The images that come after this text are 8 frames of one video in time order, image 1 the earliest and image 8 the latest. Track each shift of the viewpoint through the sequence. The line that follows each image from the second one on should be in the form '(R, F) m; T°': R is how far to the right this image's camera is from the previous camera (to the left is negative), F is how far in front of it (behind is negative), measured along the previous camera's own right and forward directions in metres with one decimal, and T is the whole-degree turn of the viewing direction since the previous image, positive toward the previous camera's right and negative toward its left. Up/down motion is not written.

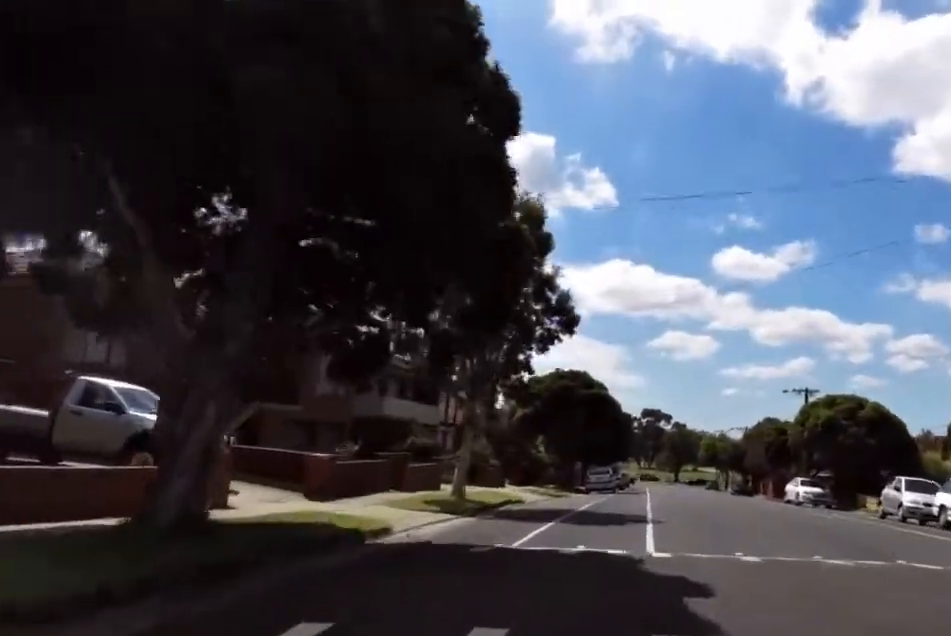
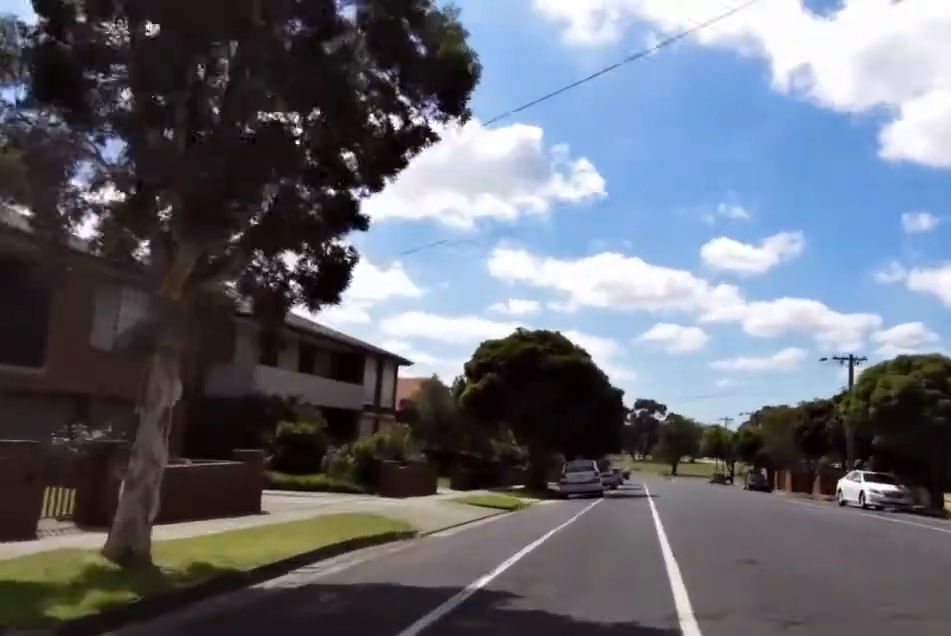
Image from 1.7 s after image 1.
(+2.0, +12.1) m; +13°
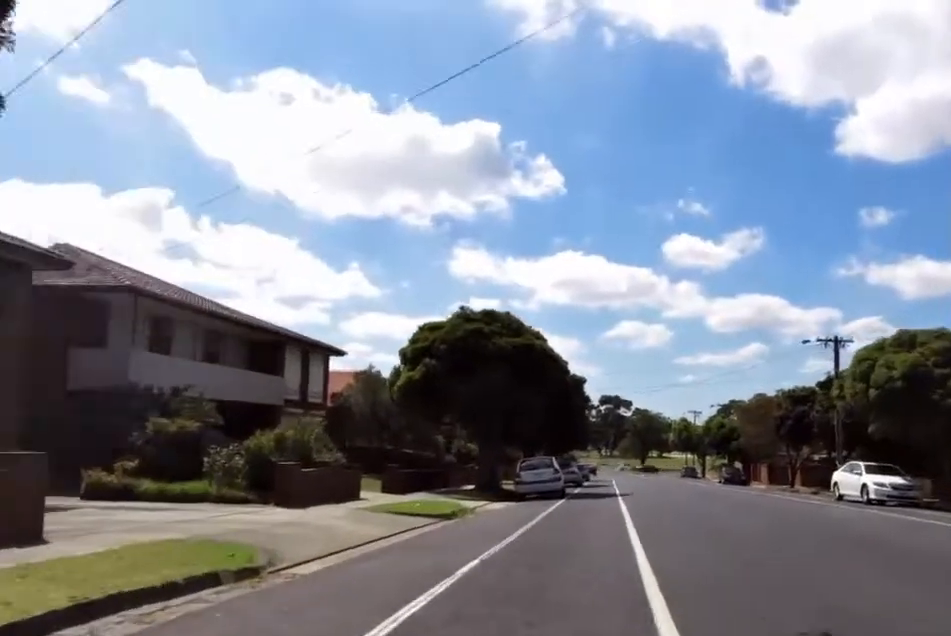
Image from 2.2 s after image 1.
(+0.1, +4.4) m; -4°
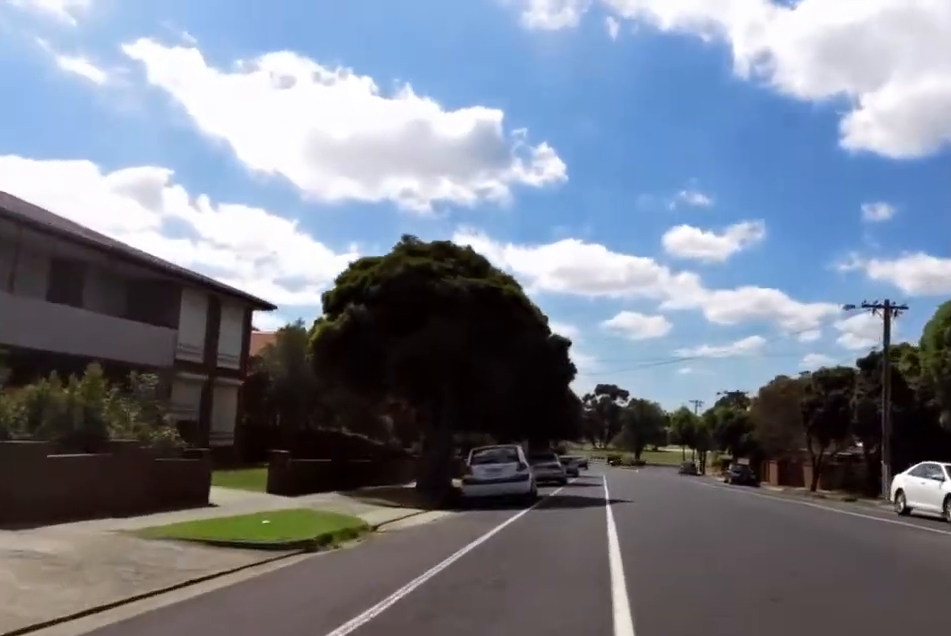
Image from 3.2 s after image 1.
(-0.7, +7.2) m; -6°
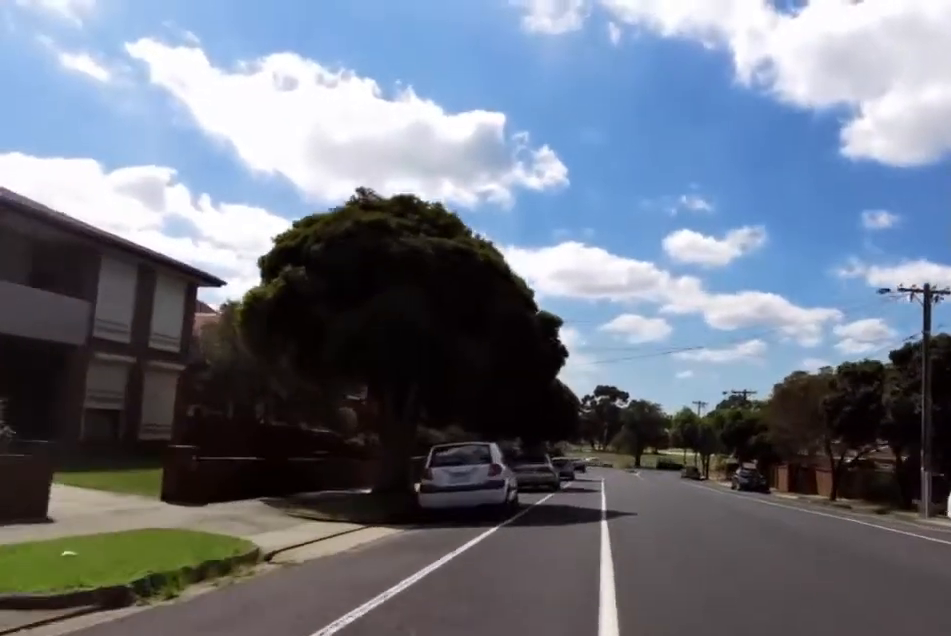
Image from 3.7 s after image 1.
(-0.1, +3.8) m; +1°
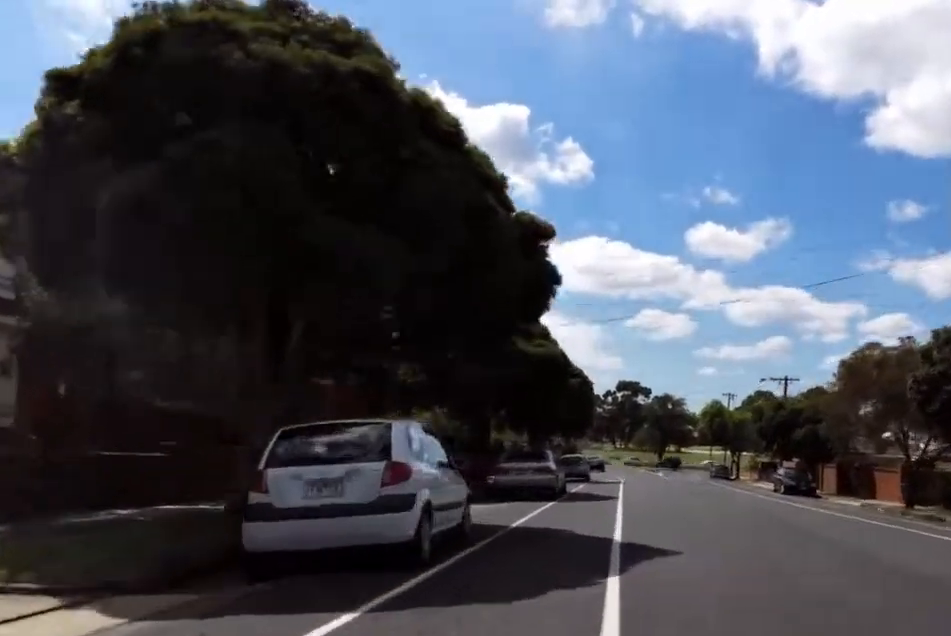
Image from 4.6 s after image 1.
(+0.2, +7.2) m; +4°
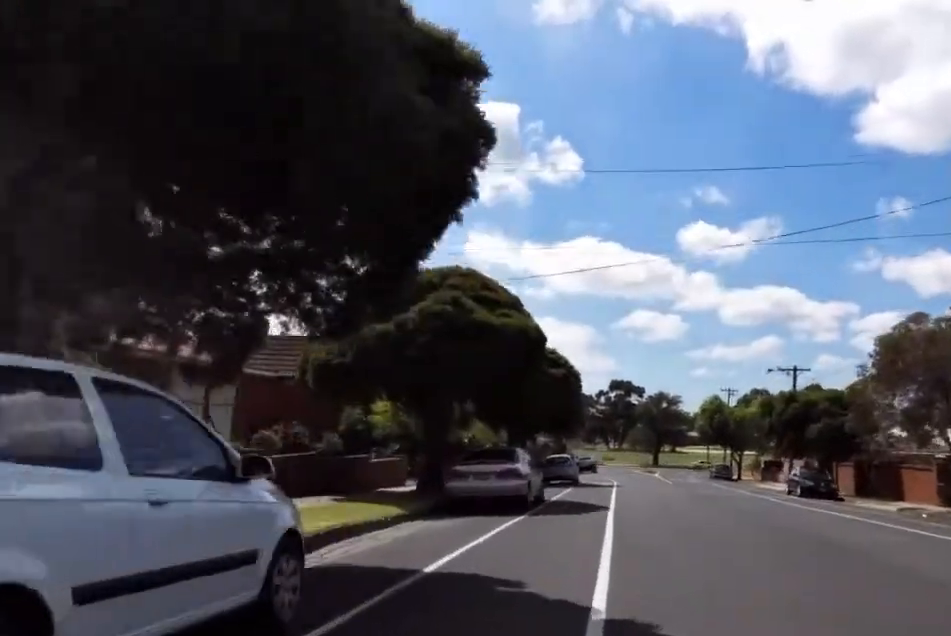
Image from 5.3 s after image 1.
(+0.5, +5.1) m; 0°
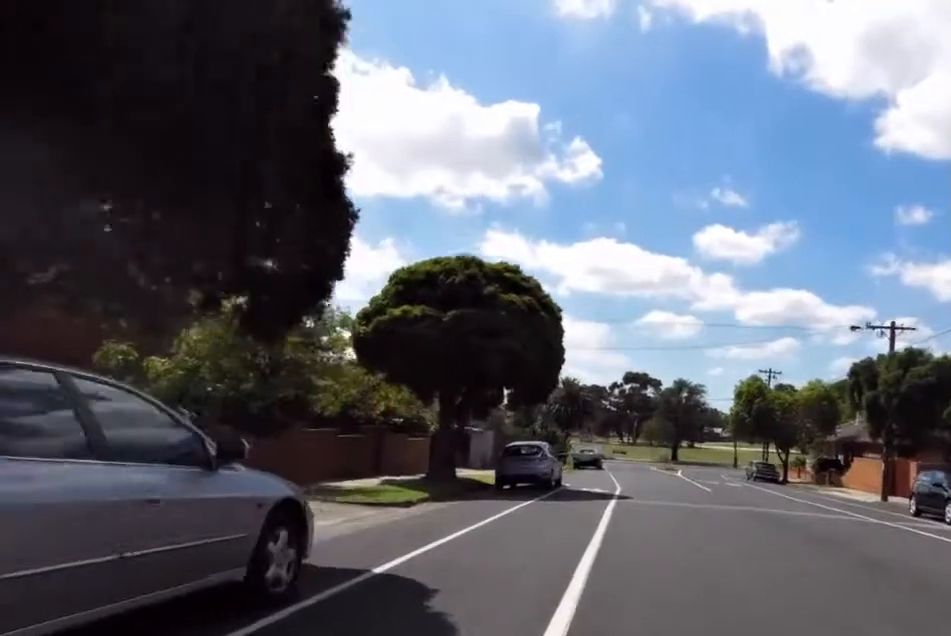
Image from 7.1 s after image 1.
(-0.2, +15.1) m; -2°
